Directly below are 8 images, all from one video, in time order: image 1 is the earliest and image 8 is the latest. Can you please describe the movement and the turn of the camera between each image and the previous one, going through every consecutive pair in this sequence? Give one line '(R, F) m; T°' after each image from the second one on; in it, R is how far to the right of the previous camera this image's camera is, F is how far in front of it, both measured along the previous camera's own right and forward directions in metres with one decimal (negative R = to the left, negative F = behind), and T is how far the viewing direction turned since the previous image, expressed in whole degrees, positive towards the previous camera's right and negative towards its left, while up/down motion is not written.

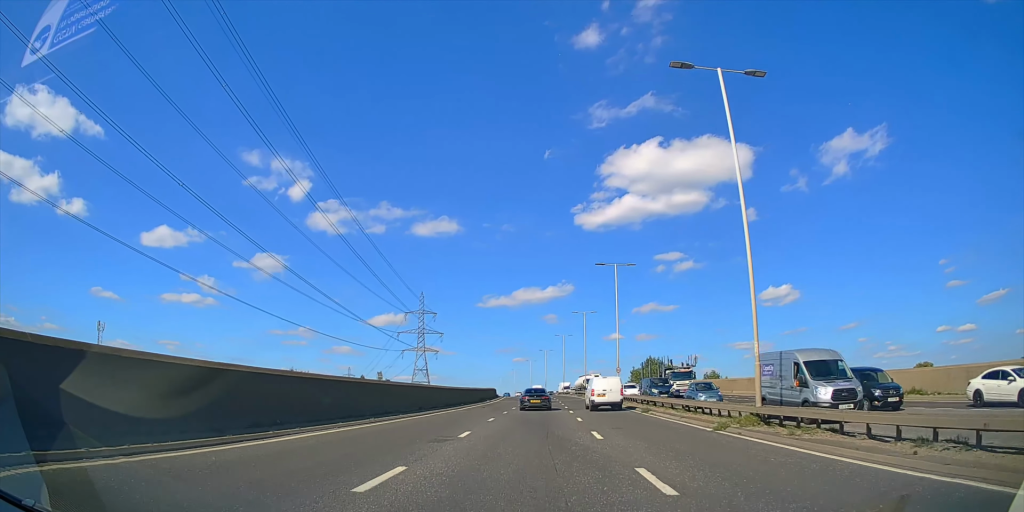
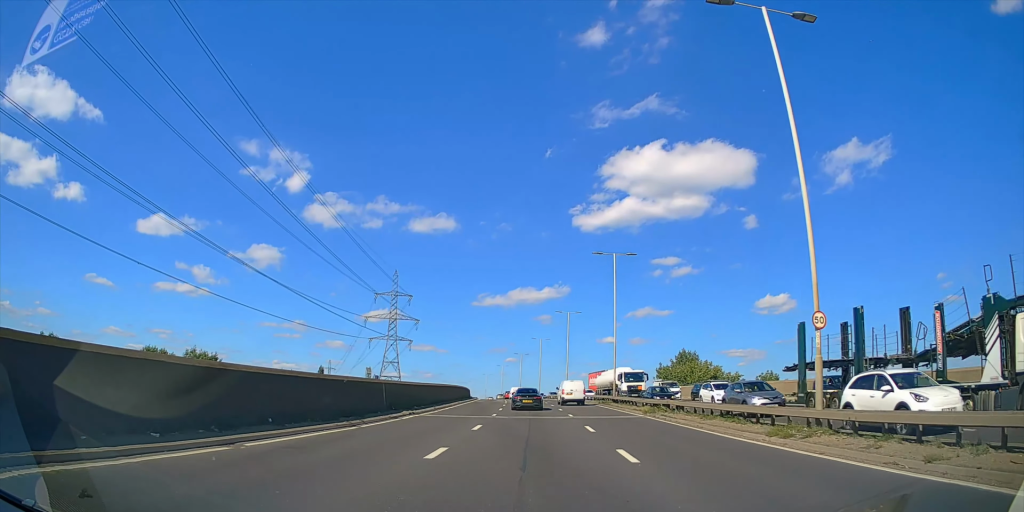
(+0.3, +39.6) m; +1°
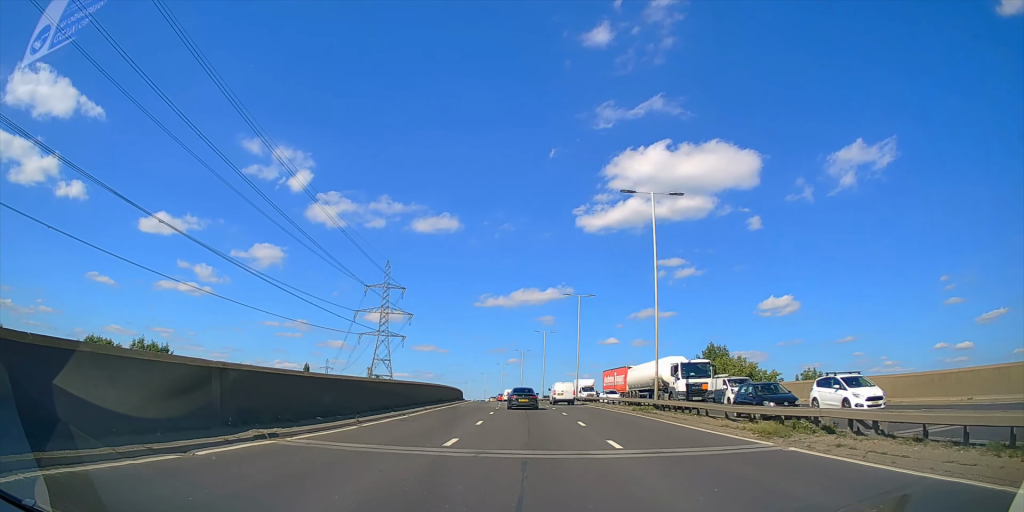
(+0.2, +15.2) m; +1°
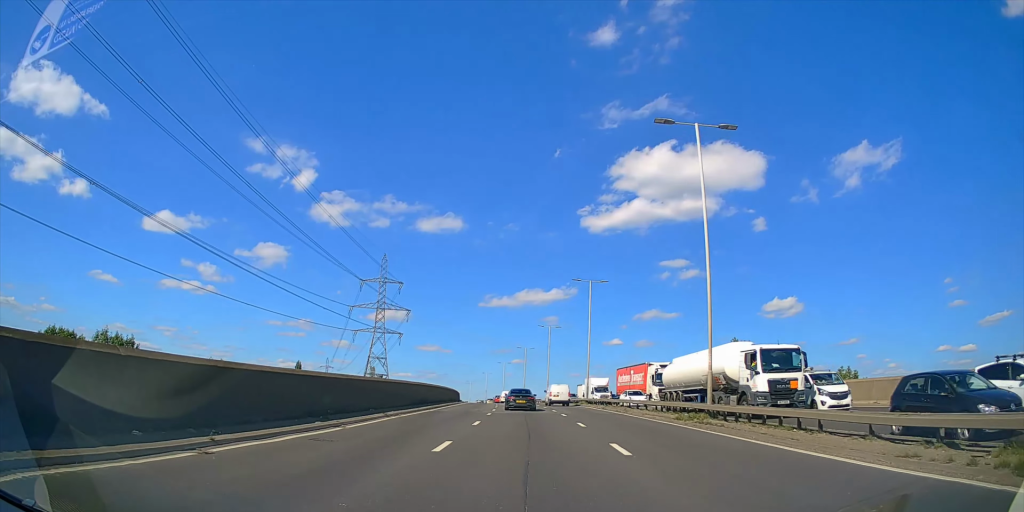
(0.0, +9.6) m; 0°
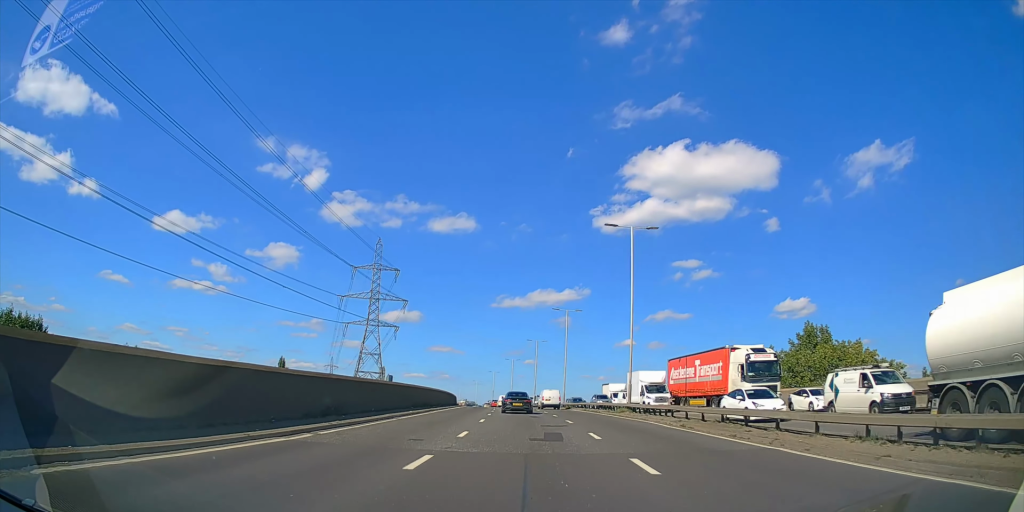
(0.0, +20.4) m; -1°
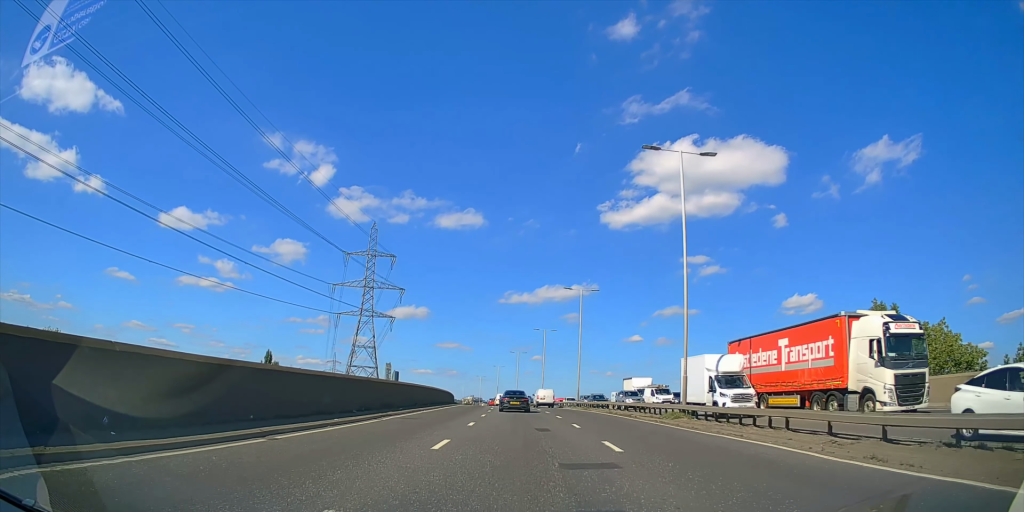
(-0.1, +12.8) m; -1°
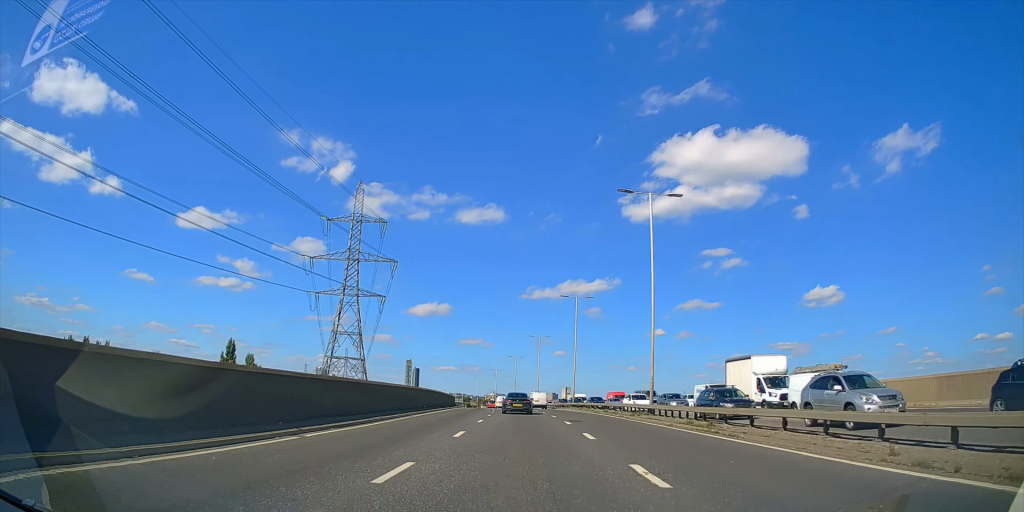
(-0.6, +29.4) m; -2°
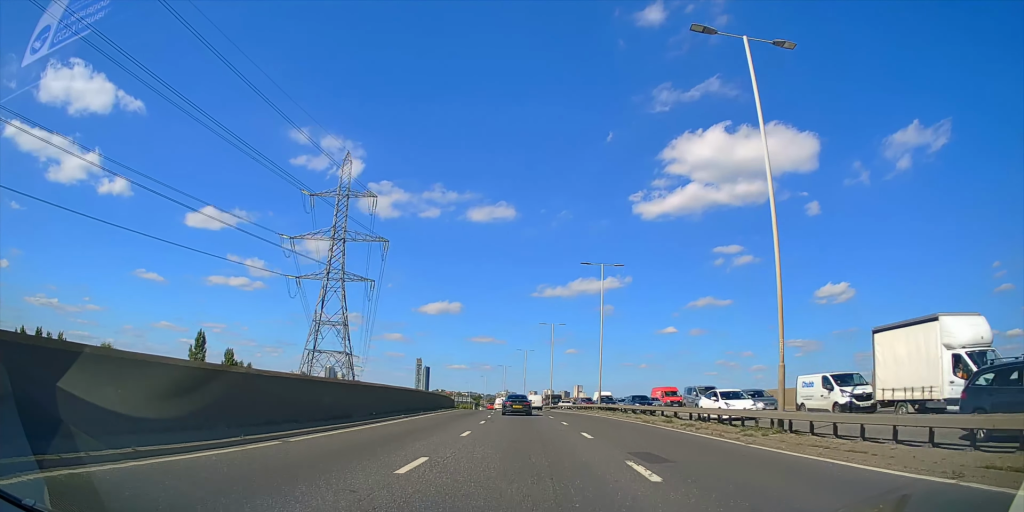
(-0.2, +16.1) m; -1°
